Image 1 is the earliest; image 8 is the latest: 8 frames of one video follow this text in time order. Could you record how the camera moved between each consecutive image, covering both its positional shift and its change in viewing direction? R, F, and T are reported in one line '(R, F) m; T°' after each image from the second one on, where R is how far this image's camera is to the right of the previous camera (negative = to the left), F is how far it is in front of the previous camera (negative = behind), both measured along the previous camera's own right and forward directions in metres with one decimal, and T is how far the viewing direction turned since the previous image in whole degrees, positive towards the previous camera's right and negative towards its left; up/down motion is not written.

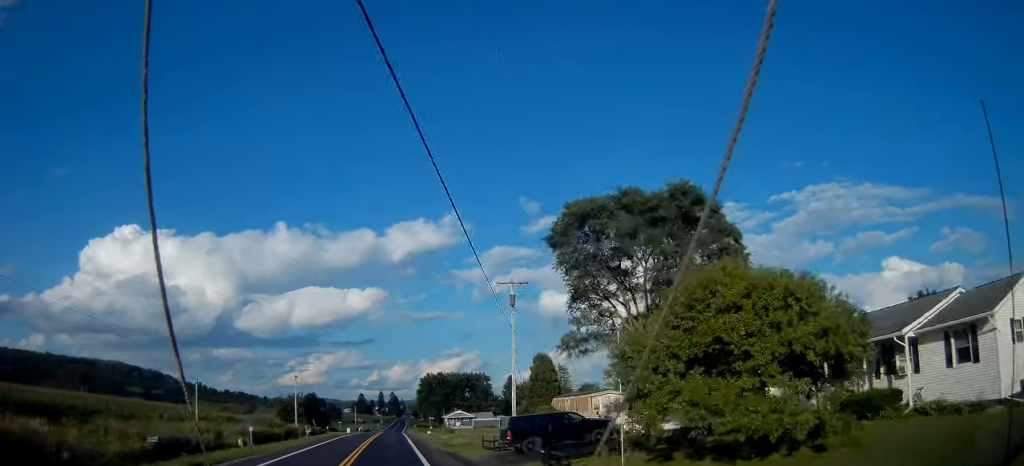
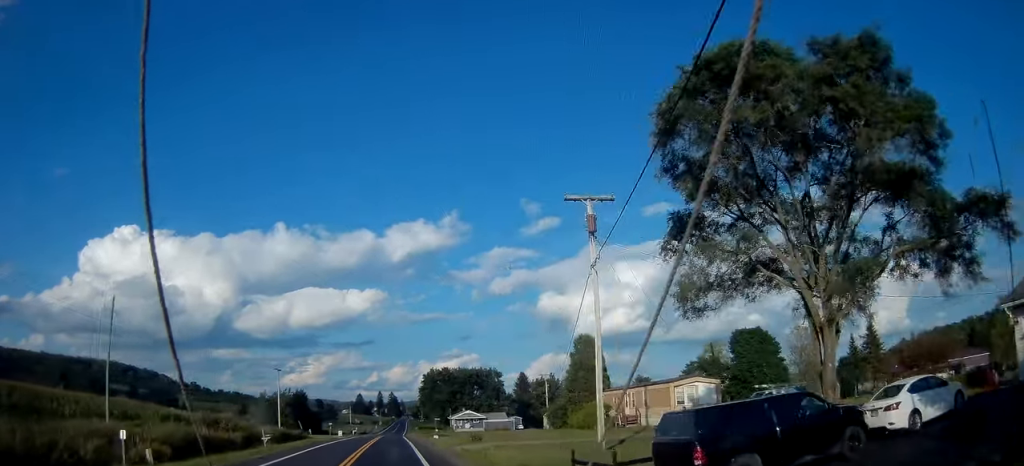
(+0.1, +17.8) m; 0°
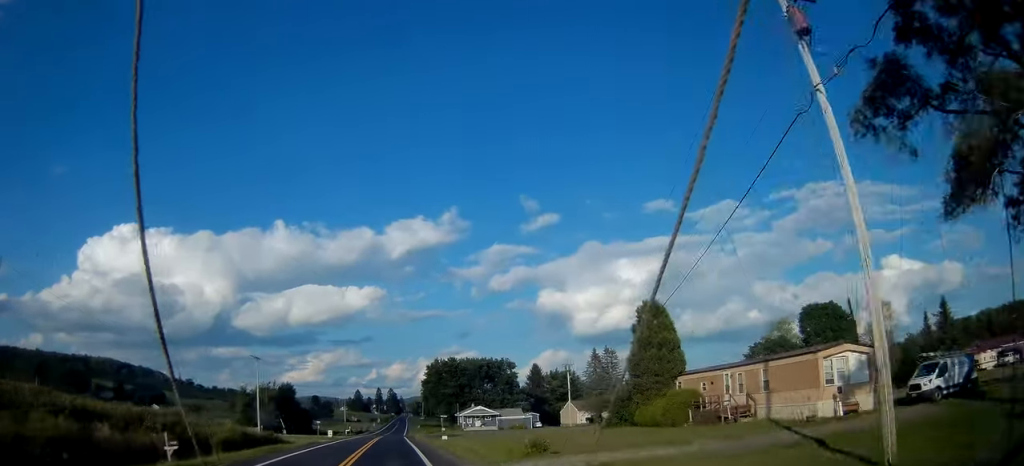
(-0.2, +16.1) m; 0°
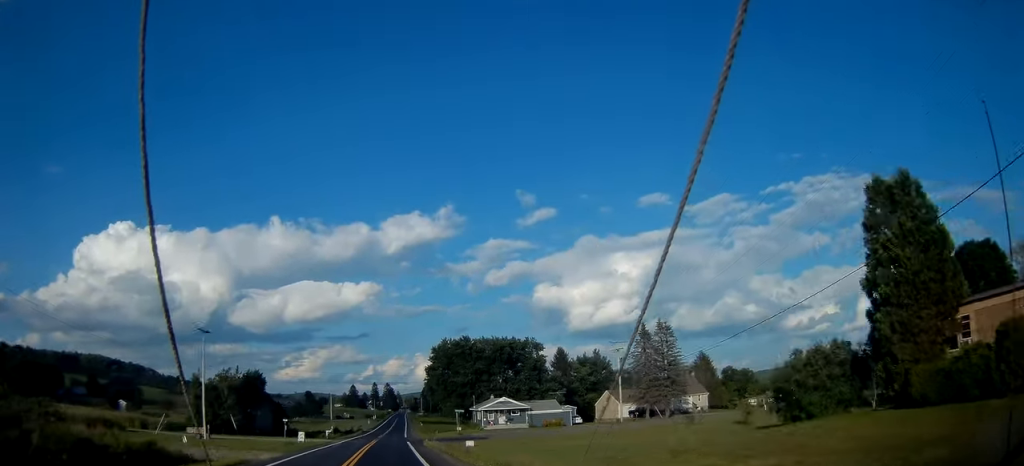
(+0.3, +25.6) m; 0°
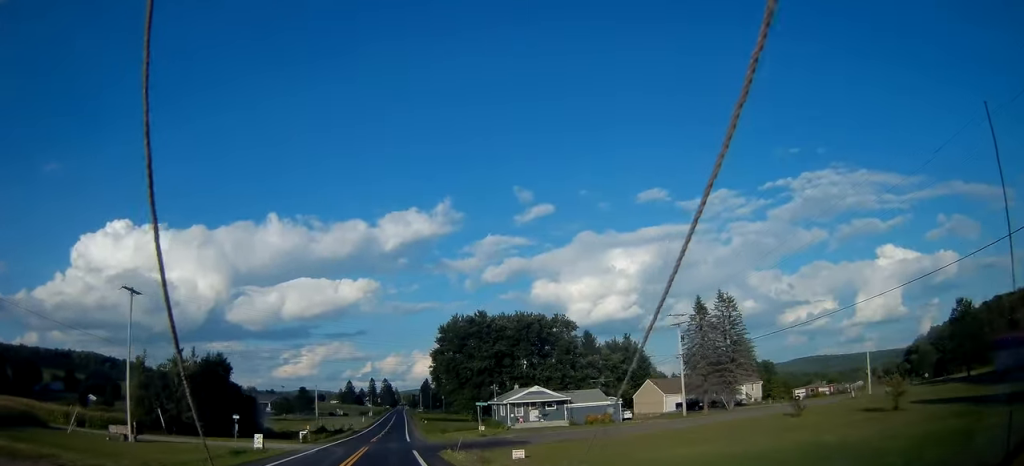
(-0.2, +19.2) m; 0°
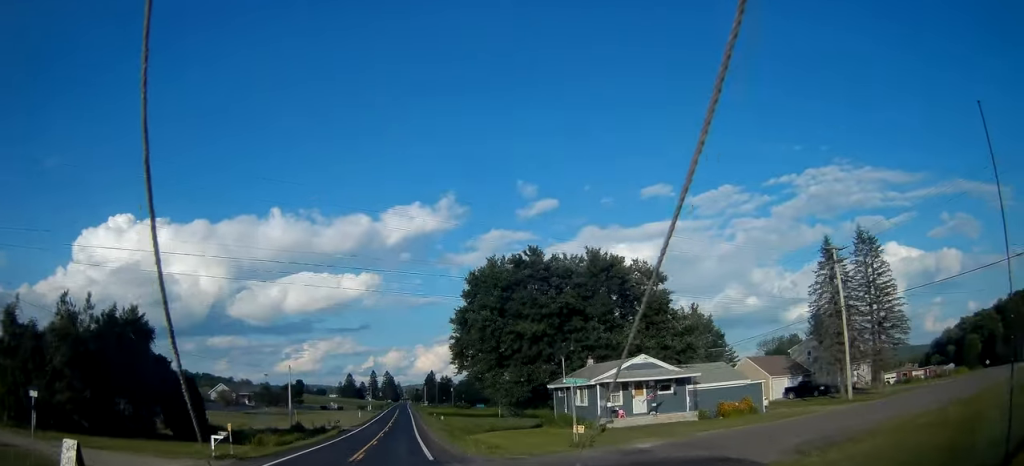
(+0.2, +26.4) m; +1°
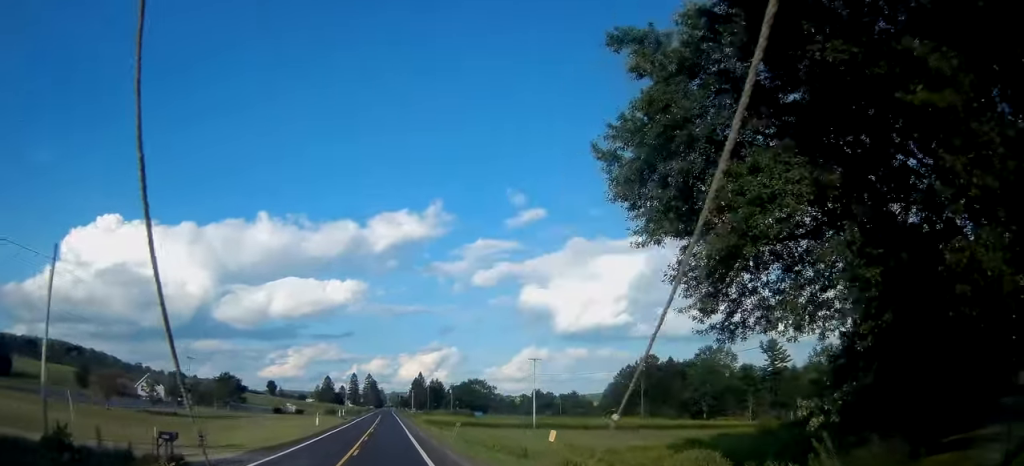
(+0.4, +47.5) m; +1°
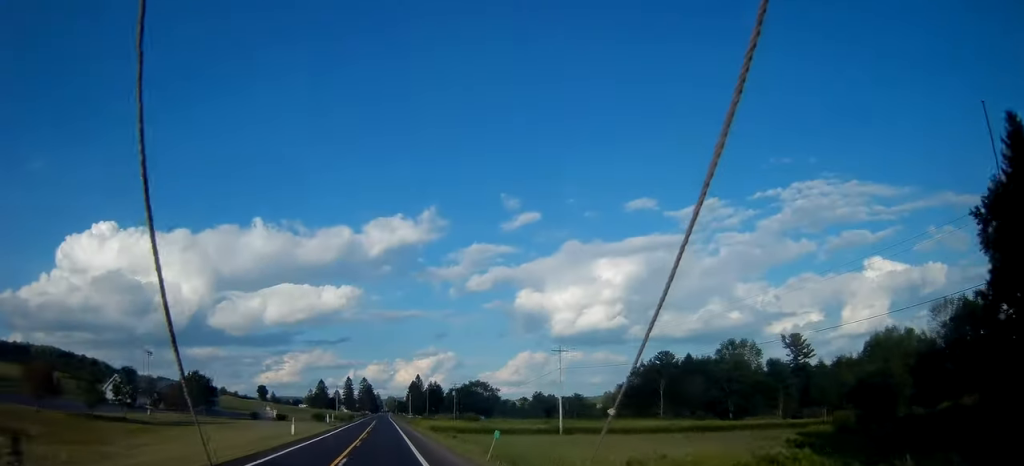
(0.0, +16.5) m; 0°
